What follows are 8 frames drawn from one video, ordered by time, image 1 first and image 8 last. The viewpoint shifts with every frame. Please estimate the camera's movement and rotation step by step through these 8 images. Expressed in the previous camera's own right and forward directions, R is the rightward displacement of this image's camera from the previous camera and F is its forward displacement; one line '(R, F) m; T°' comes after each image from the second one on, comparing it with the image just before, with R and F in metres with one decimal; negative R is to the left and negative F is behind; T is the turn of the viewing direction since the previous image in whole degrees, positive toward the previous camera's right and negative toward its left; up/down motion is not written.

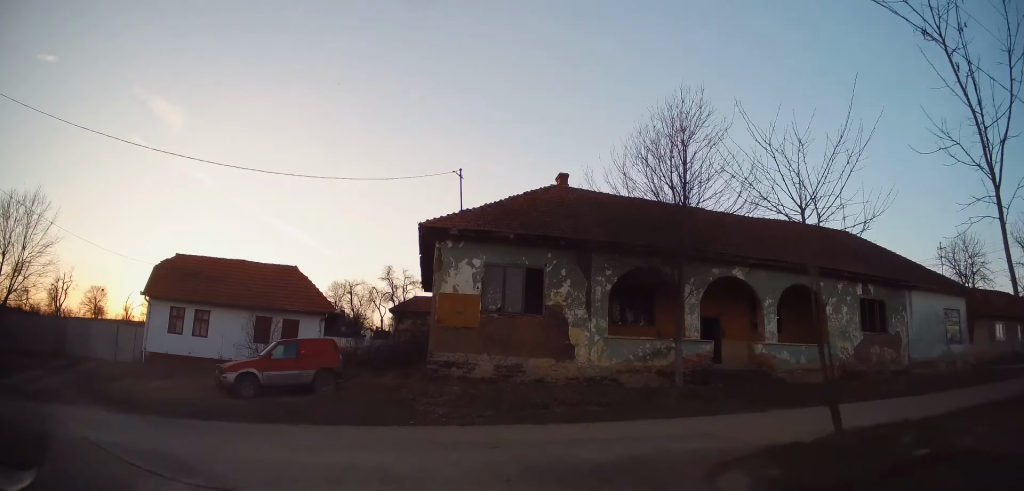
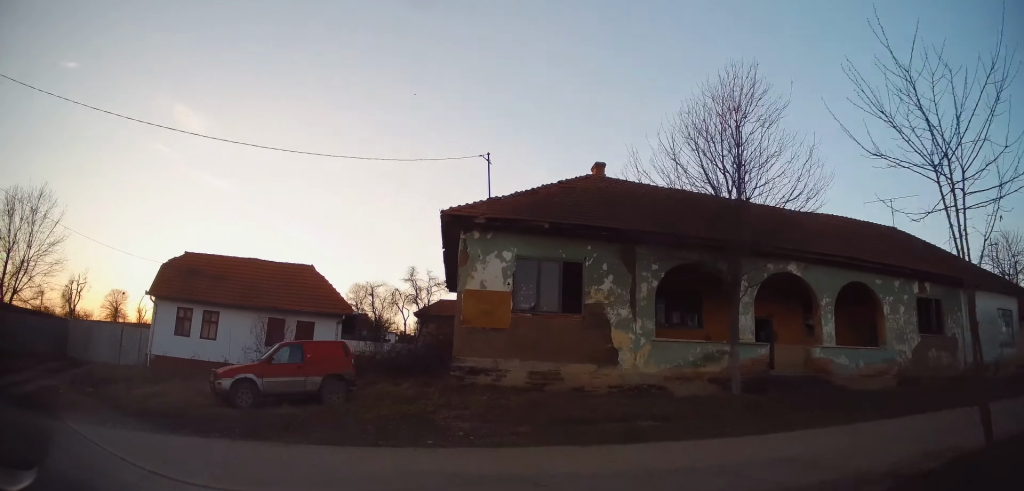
(-0.2, +2.3) m; -2°
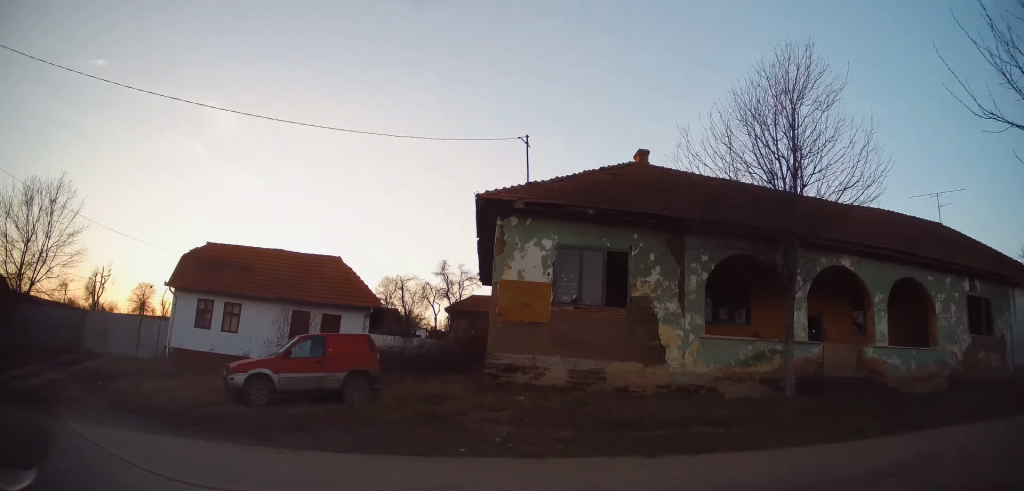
(-0.3, +1.3) m; -1°
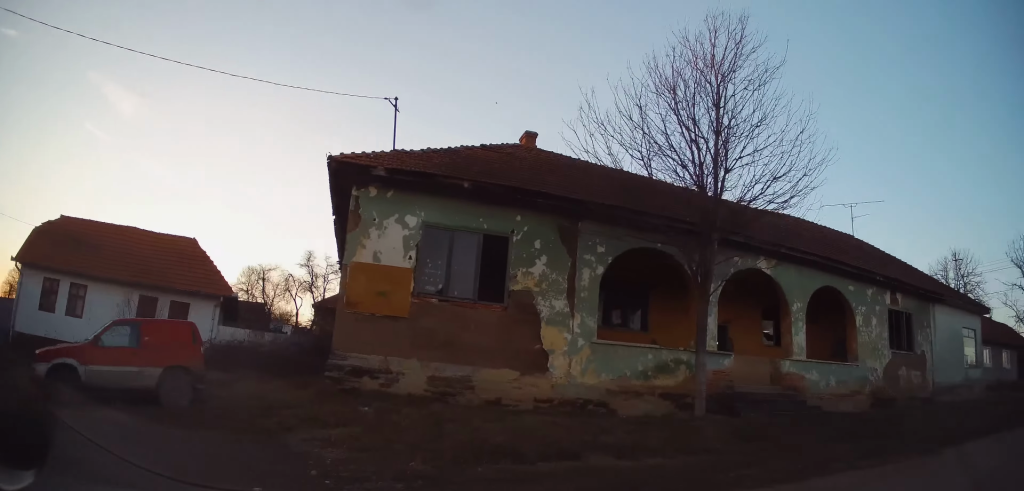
(+0.7, +2.7) m; +31°
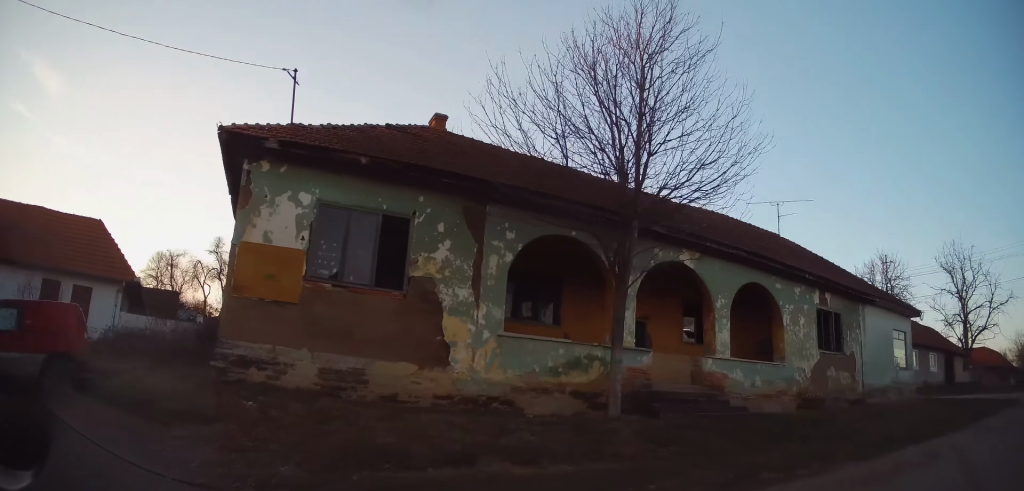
(+0.2, +0.9) m; +12°
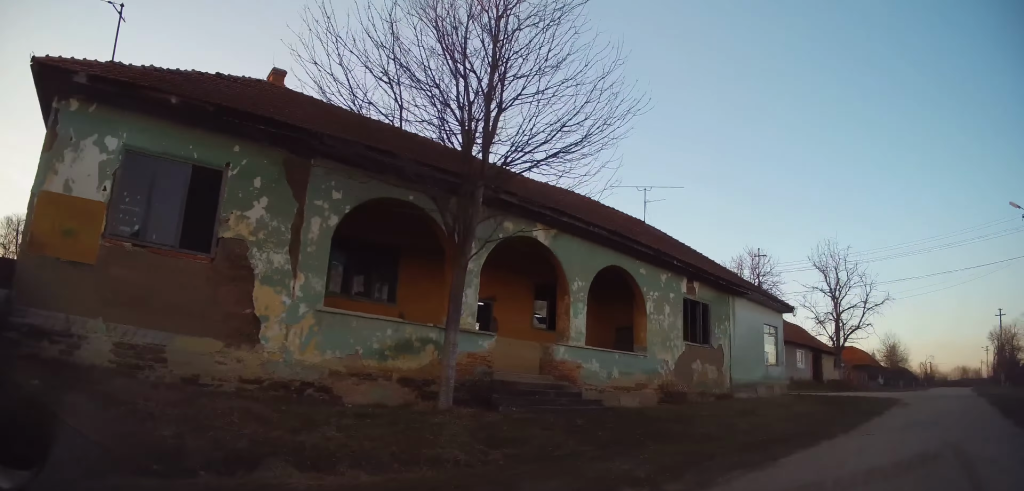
(+0.3, +1.9) m; +21°
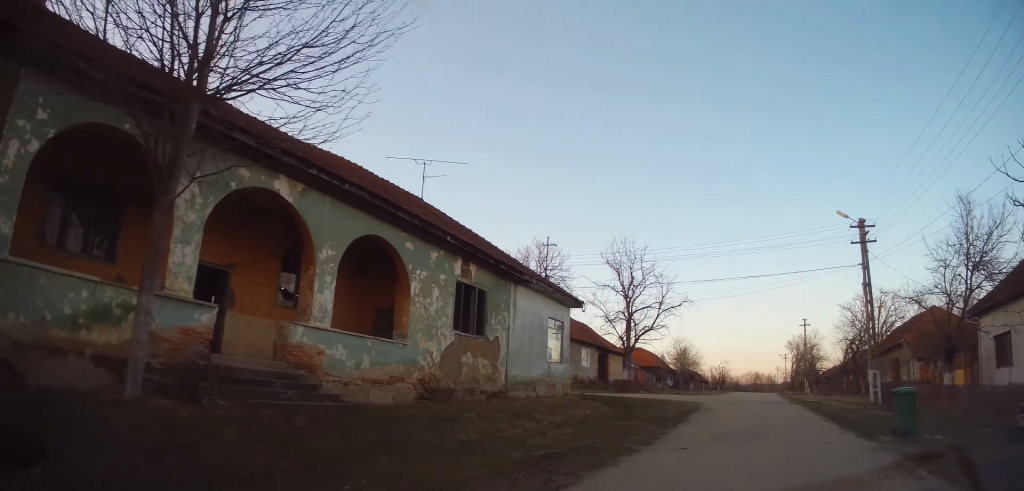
(+0.3, +2.2) m; +17°
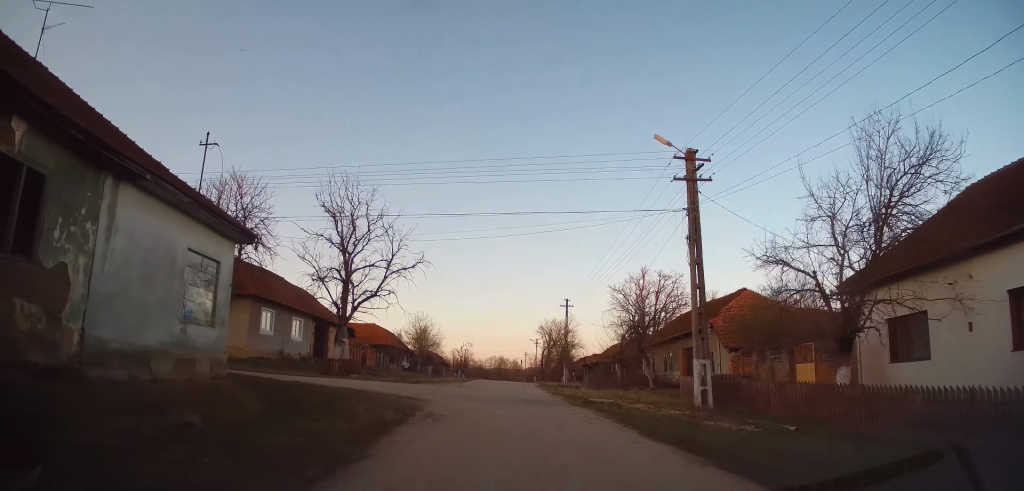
(+0.4, +8.4) m; +6°
